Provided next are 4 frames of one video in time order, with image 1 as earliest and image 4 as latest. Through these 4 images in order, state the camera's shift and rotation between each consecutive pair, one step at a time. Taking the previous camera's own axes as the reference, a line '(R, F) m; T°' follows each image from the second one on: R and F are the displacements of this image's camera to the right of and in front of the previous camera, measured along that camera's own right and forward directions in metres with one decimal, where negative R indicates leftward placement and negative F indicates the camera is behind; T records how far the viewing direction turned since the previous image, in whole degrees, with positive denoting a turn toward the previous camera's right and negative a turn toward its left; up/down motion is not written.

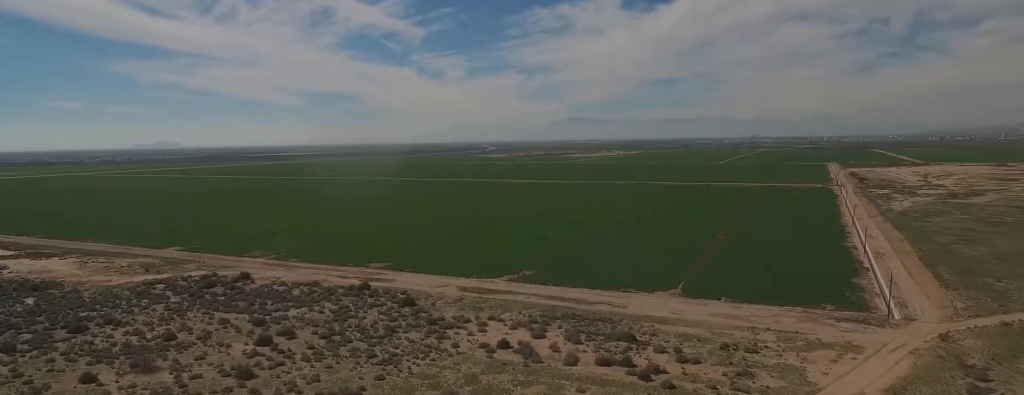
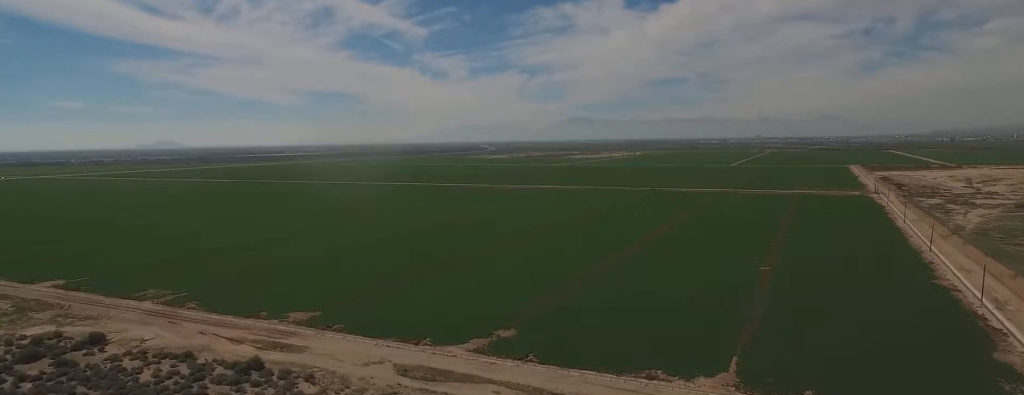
(-0.1, +60.0) m; 0°
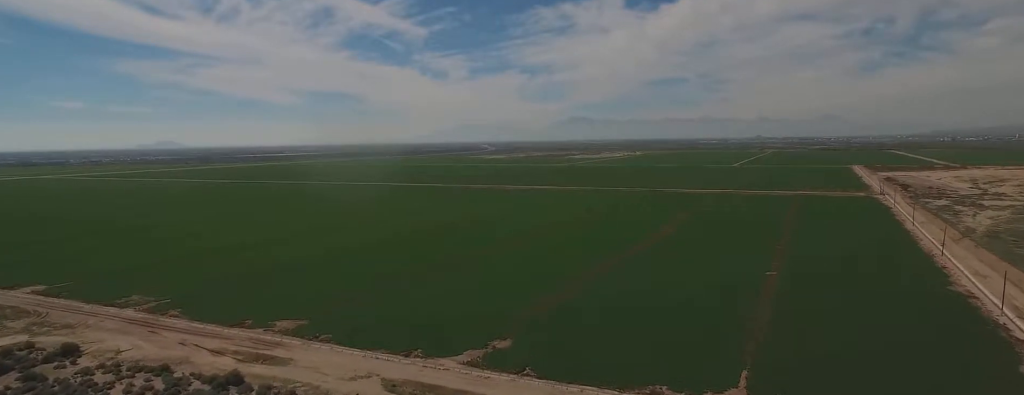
(0.0, +6.9) m; 0°
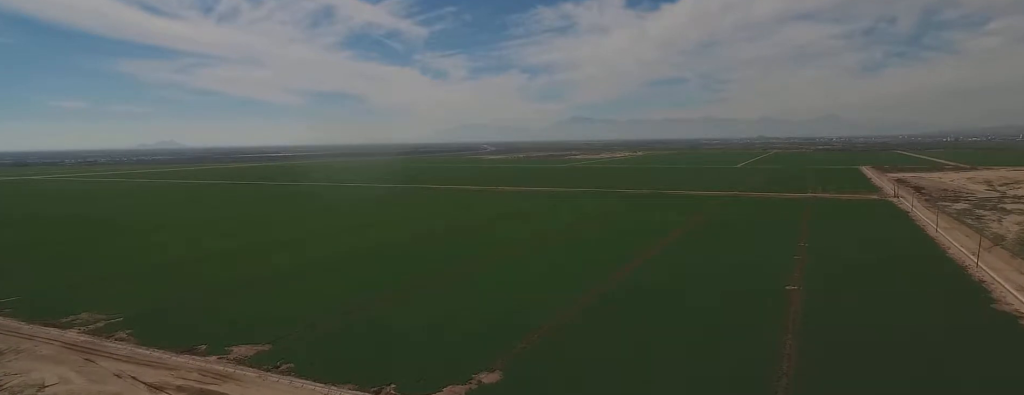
(+0.1, +17.8) m; +1°
